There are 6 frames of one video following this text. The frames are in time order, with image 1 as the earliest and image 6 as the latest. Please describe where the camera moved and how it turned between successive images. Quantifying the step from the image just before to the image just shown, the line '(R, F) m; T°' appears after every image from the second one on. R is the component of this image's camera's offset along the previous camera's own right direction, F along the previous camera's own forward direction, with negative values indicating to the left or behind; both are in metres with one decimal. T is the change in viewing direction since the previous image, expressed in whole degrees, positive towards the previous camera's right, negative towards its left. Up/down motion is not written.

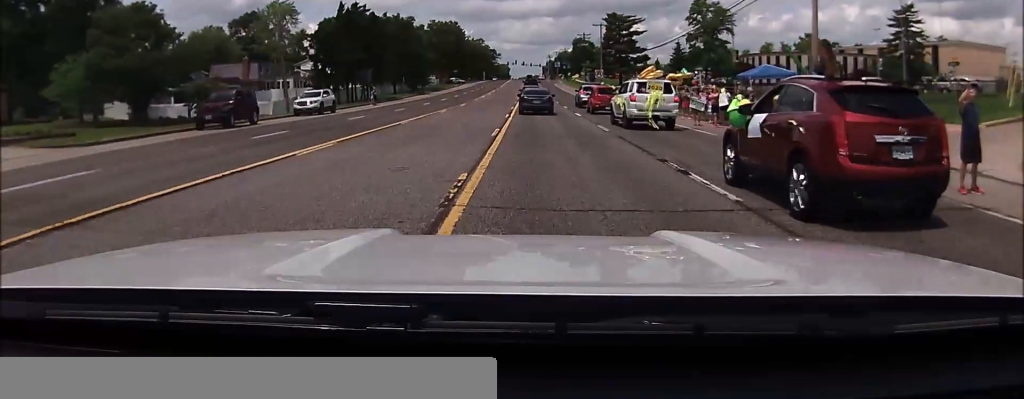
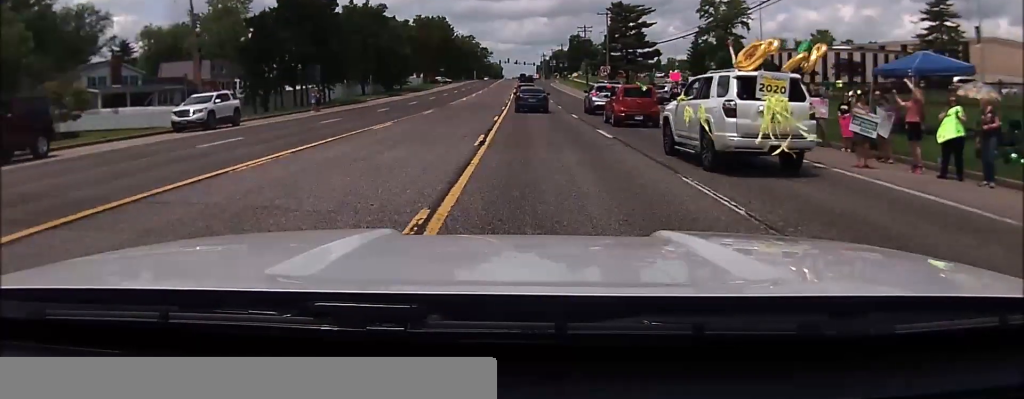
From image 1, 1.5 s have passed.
(+0.5, +15.6) m; 0°
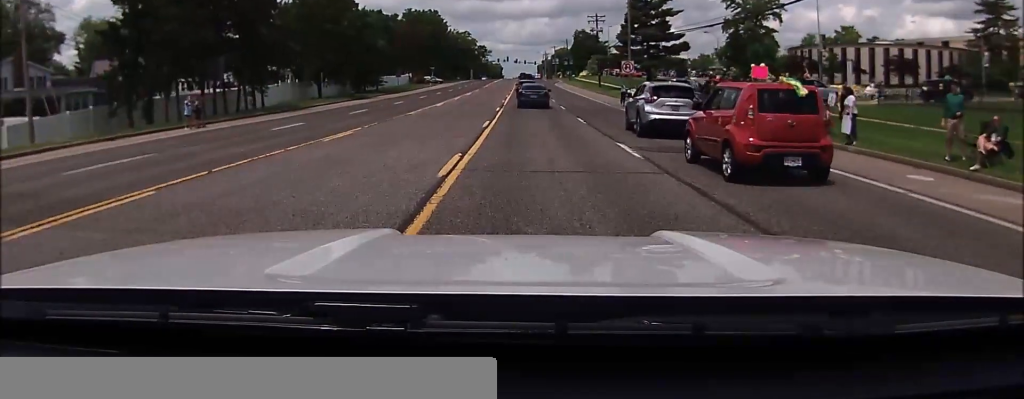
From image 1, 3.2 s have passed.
(+0.3, +18.1) m; +3°
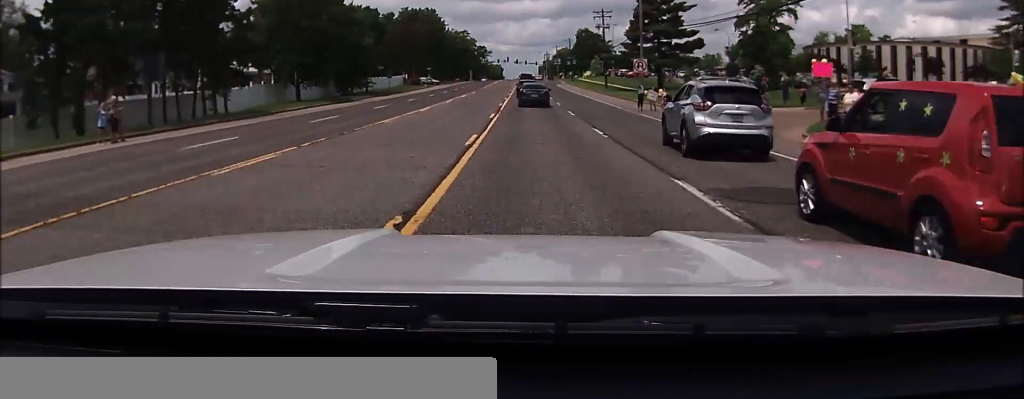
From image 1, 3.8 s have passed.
(+0.1, +6.7) m; -2°
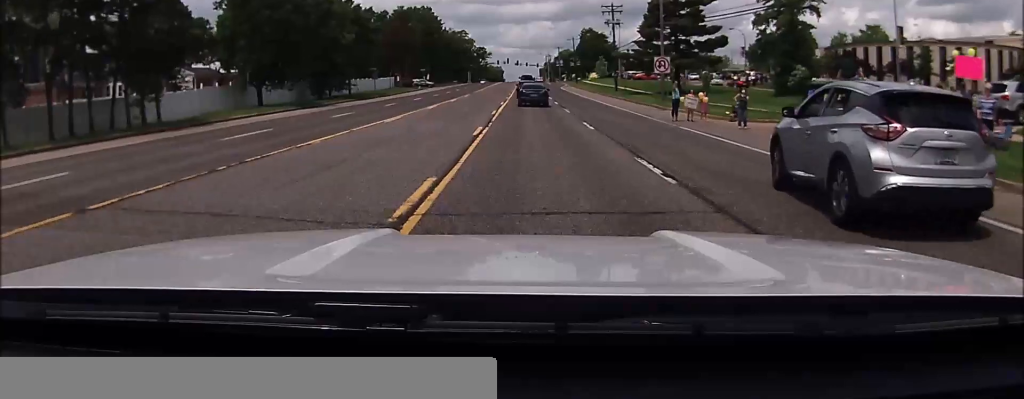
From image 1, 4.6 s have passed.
(-0.4, +8.9) m; -1°
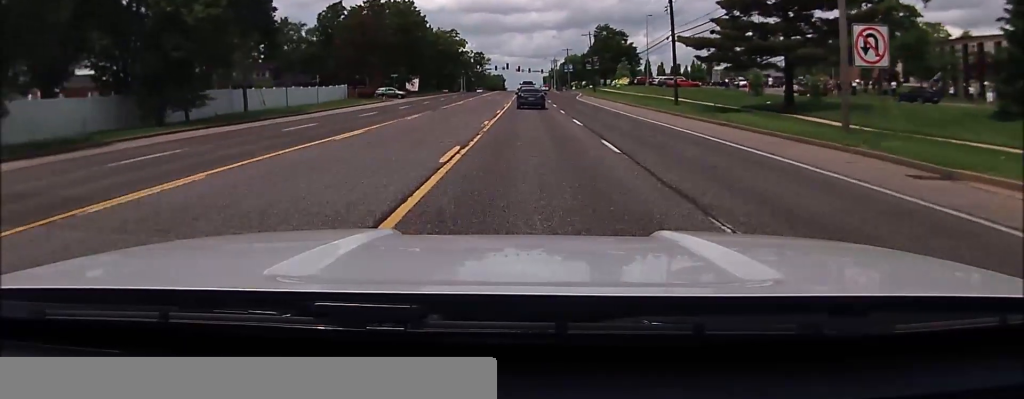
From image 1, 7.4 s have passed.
(-0.2, +29.8) m; 0°
